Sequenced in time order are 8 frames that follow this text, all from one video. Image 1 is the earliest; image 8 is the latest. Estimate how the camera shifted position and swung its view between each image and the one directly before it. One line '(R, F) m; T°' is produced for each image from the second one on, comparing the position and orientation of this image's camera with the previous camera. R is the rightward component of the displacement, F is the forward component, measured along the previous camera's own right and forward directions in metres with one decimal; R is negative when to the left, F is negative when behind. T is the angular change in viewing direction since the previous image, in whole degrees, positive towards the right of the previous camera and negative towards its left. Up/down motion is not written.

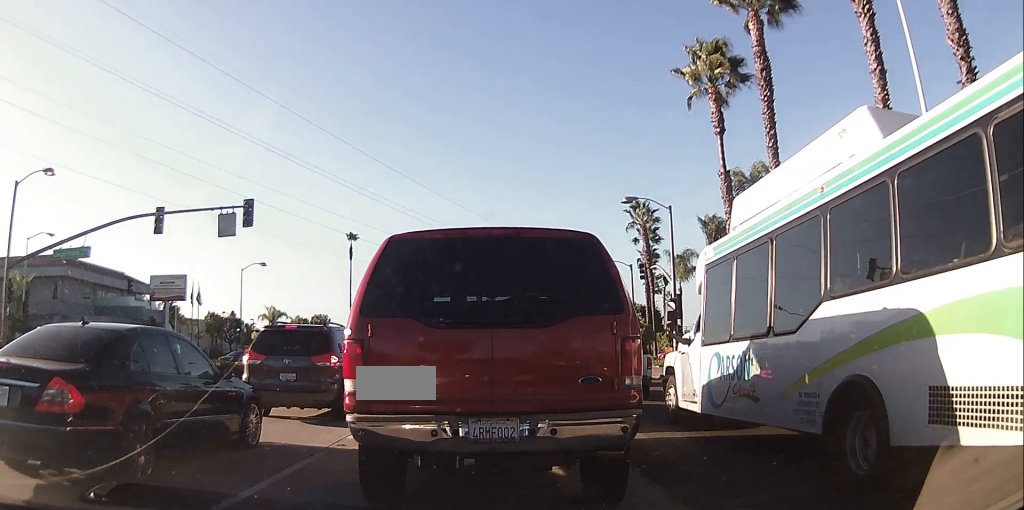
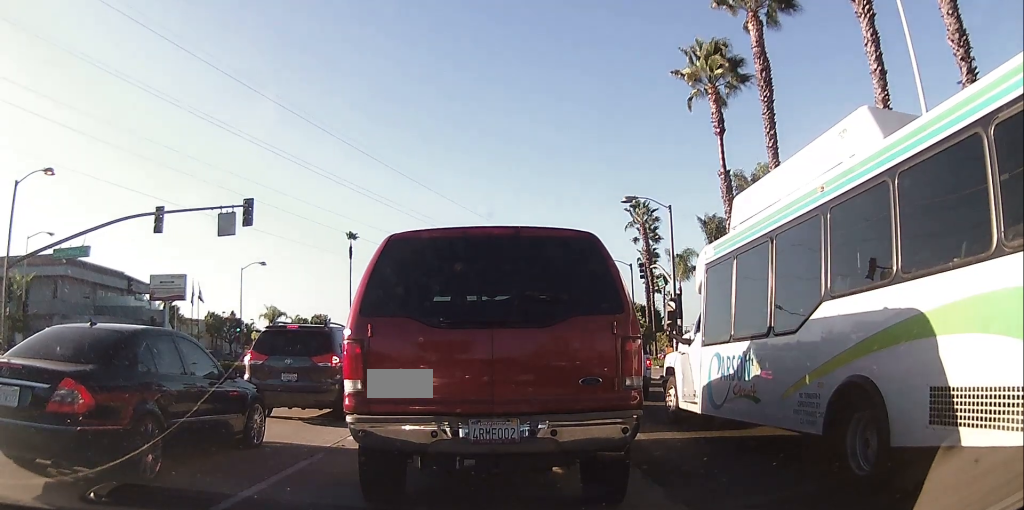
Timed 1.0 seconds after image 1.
(0.0, 0.0) m; 0°
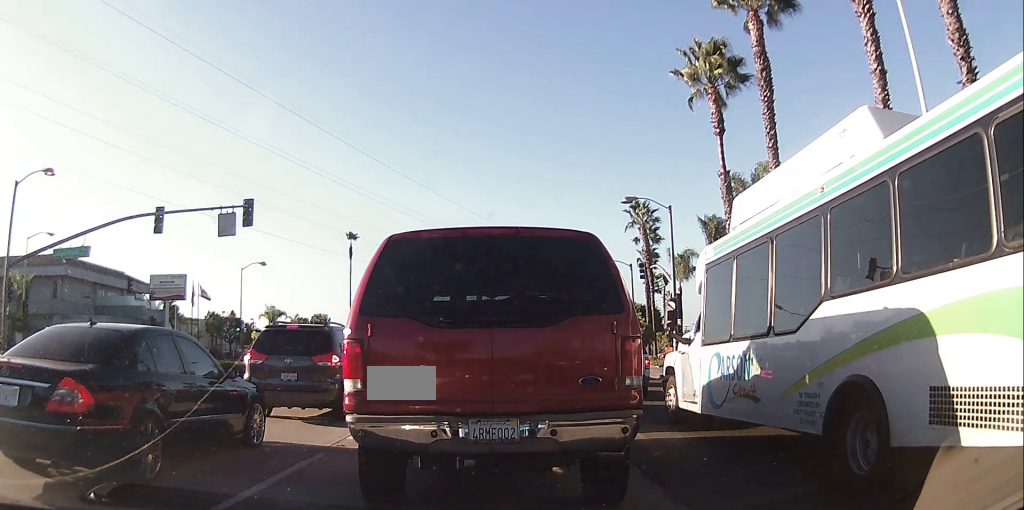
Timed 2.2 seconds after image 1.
(0.0, 0.0) m; 0°
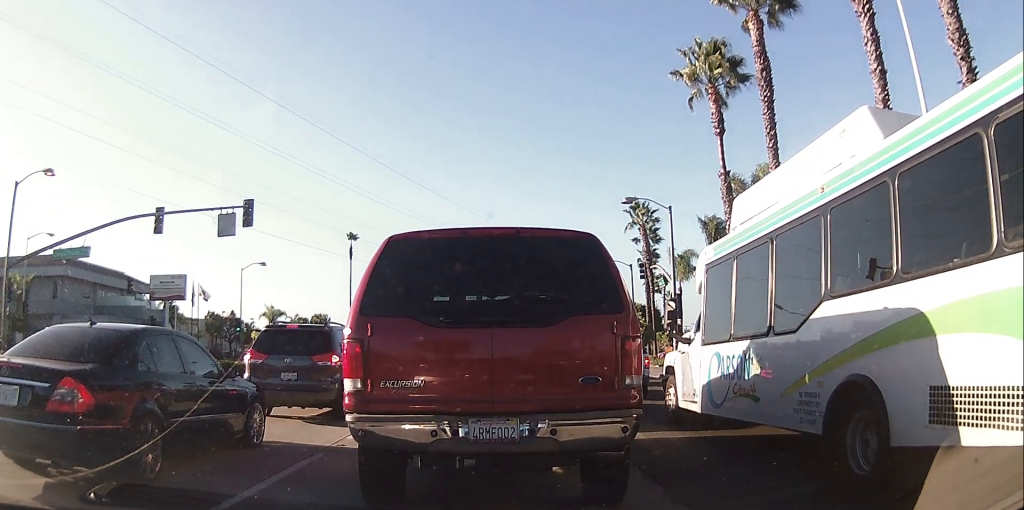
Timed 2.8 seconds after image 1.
(0.0, 0.0) m; 0°
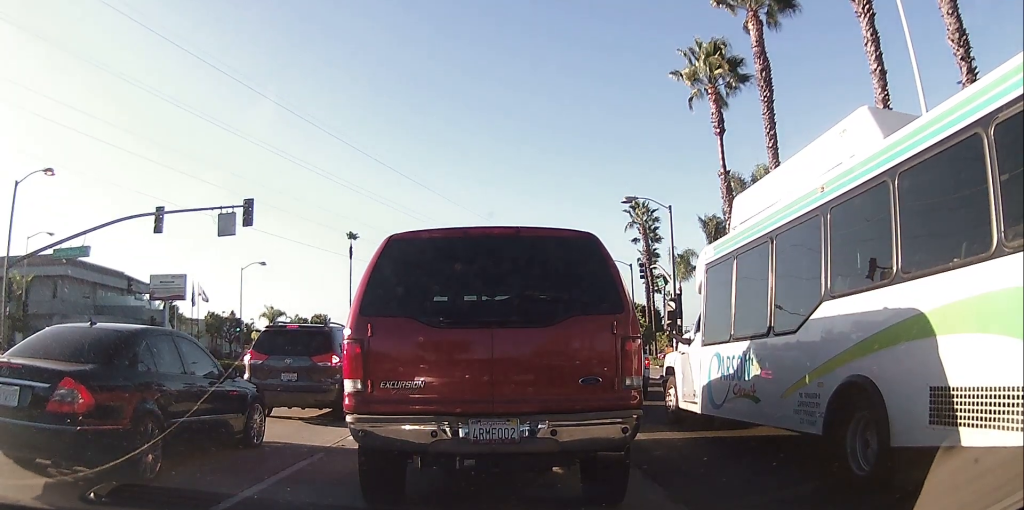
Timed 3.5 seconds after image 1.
(0.0, 0.0) m; 0°
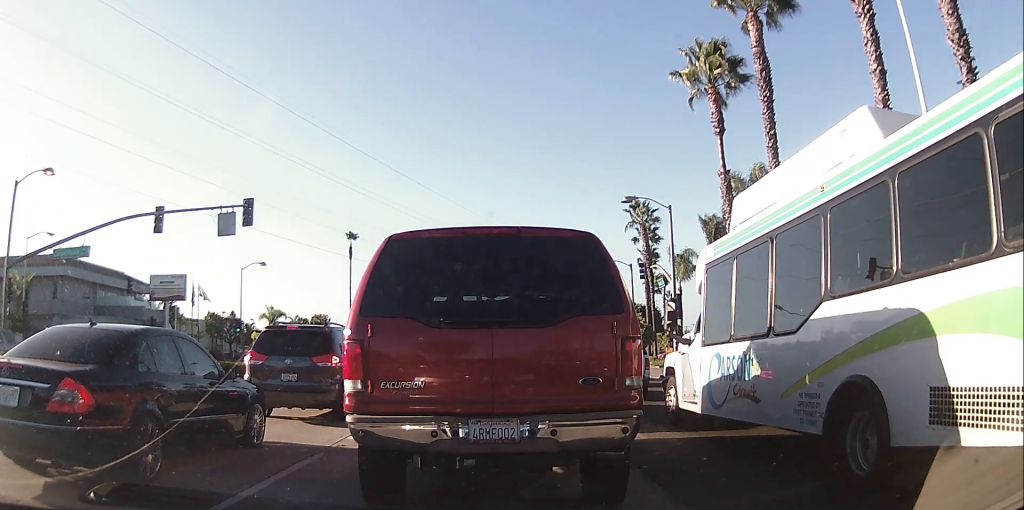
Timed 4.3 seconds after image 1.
(0.0, 0.0) m; 0°
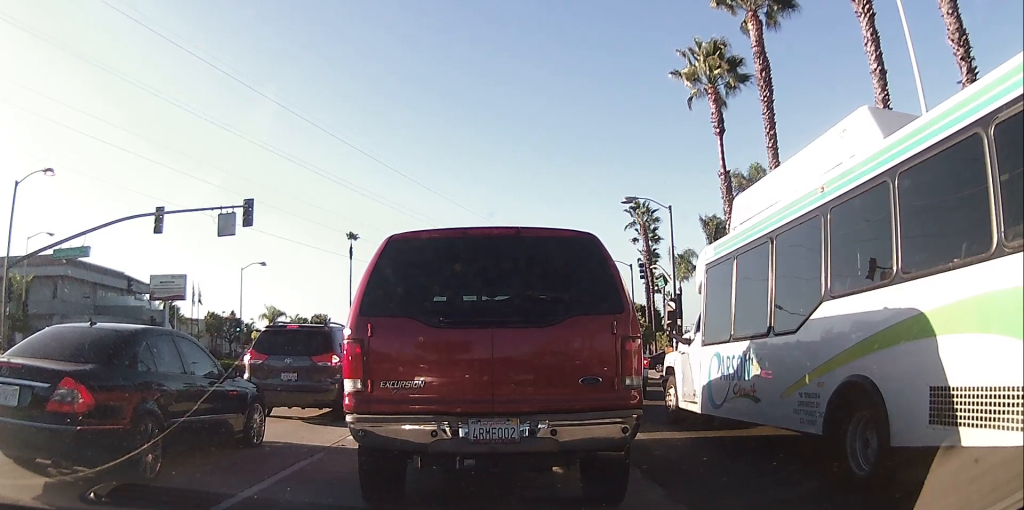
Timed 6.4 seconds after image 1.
(0.0, 0.0) m; 0°
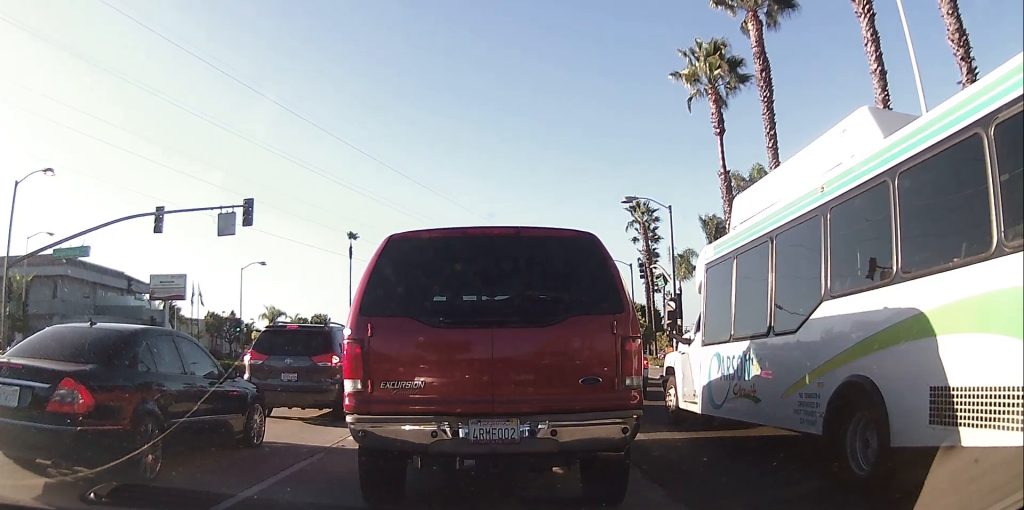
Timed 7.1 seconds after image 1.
(0.0, 0.0) m; 0°
